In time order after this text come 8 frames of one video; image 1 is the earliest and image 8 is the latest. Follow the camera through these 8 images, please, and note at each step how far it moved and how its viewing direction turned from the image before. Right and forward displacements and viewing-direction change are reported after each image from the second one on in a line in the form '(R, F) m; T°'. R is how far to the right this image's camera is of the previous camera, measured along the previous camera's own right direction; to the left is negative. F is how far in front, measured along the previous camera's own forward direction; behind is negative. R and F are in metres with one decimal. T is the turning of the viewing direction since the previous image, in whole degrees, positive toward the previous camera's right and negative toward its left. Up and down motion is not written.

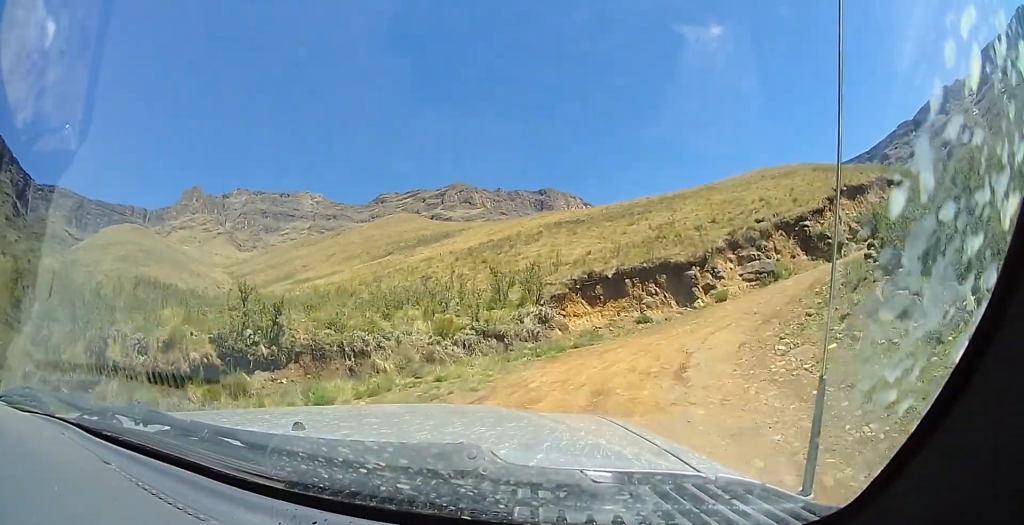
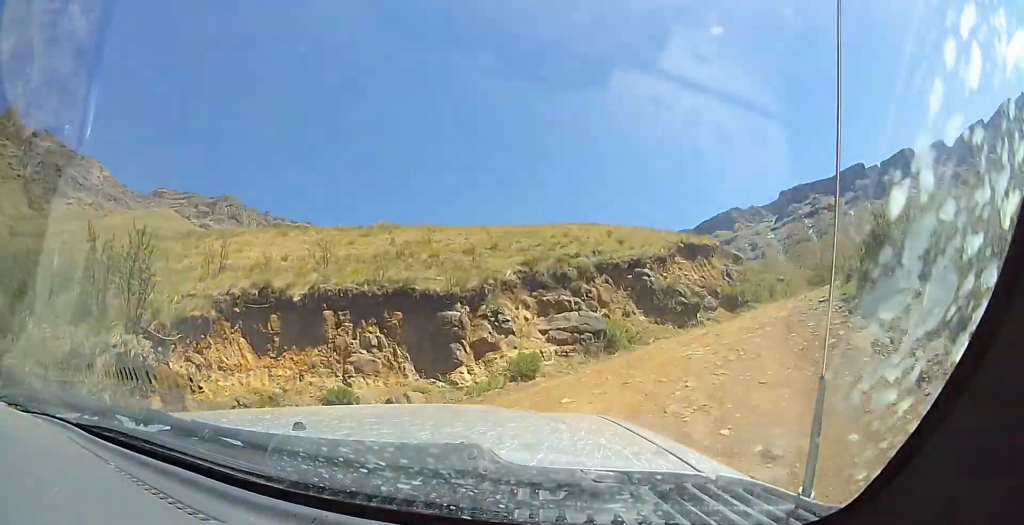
(+3.5, +10.5) m; +41°
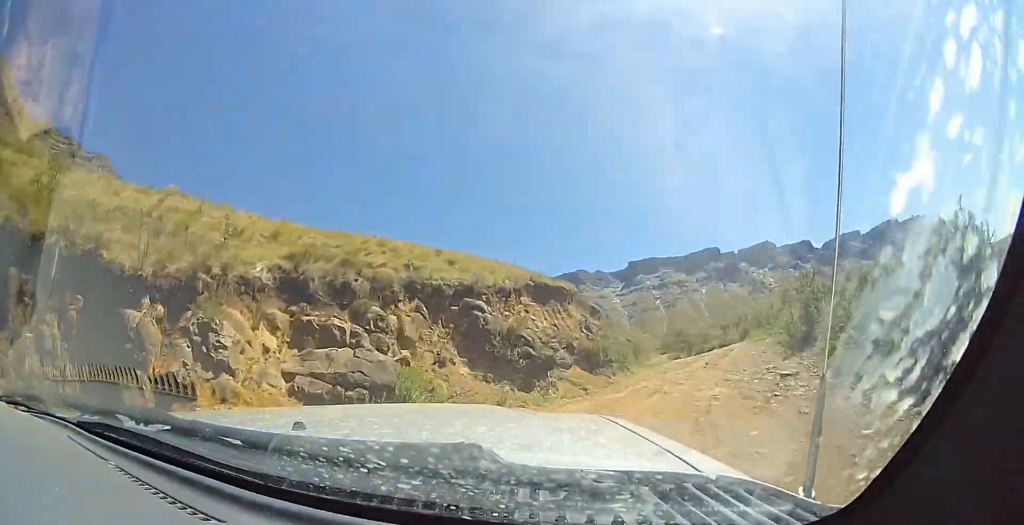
(+2.2, +5.9) m; +13°
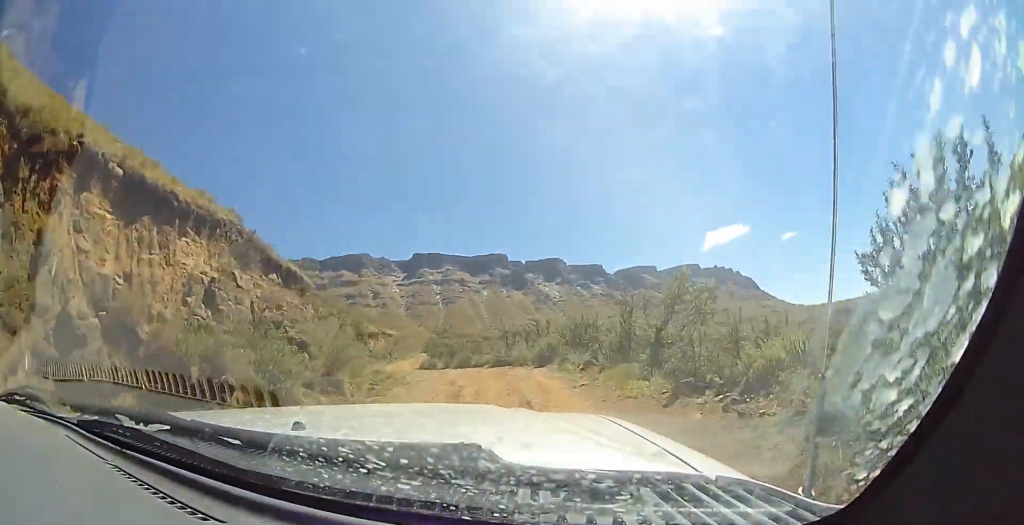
(+2.7, +13.2) m; +8°
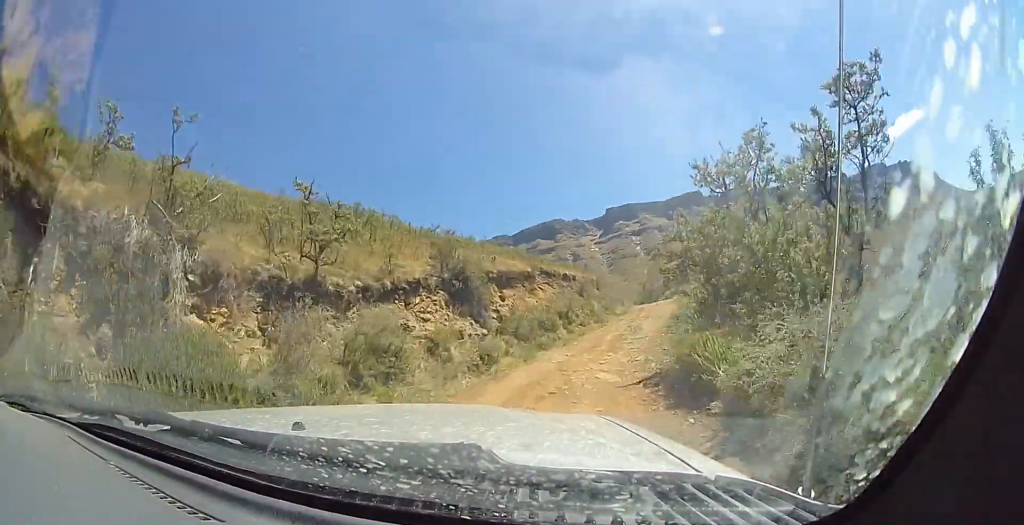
(-4.2, +31.5) m; -6°
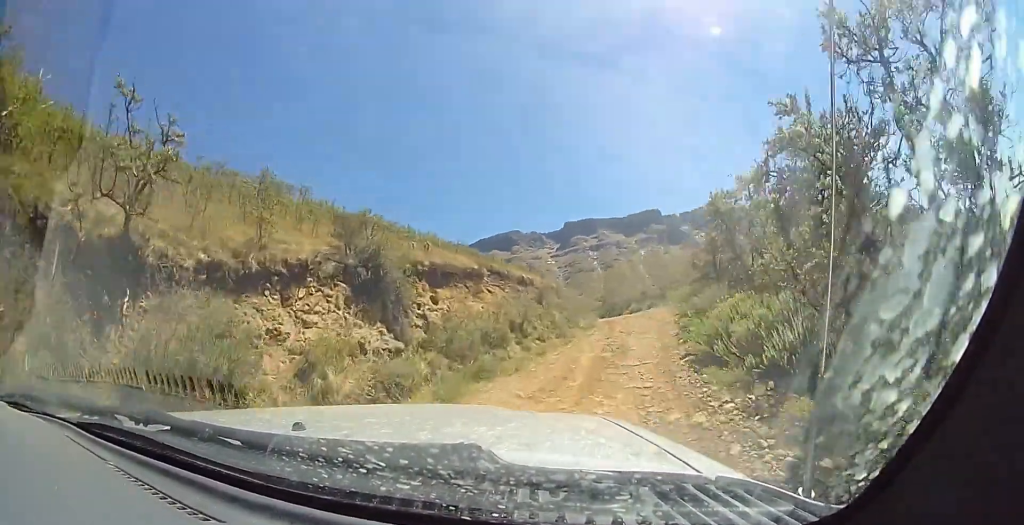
(+0.1, +5.7) m; +3°
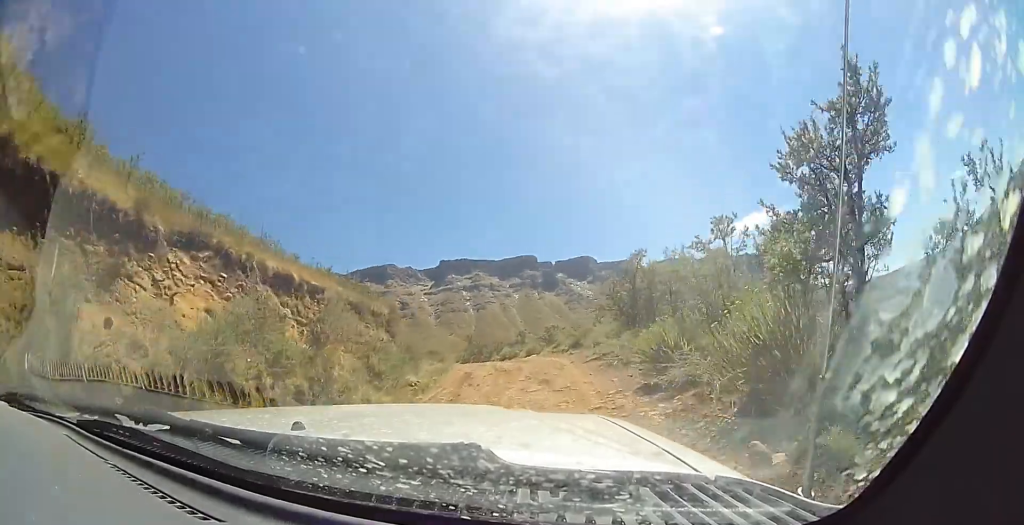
(+1.2, +13.3) m; +5°
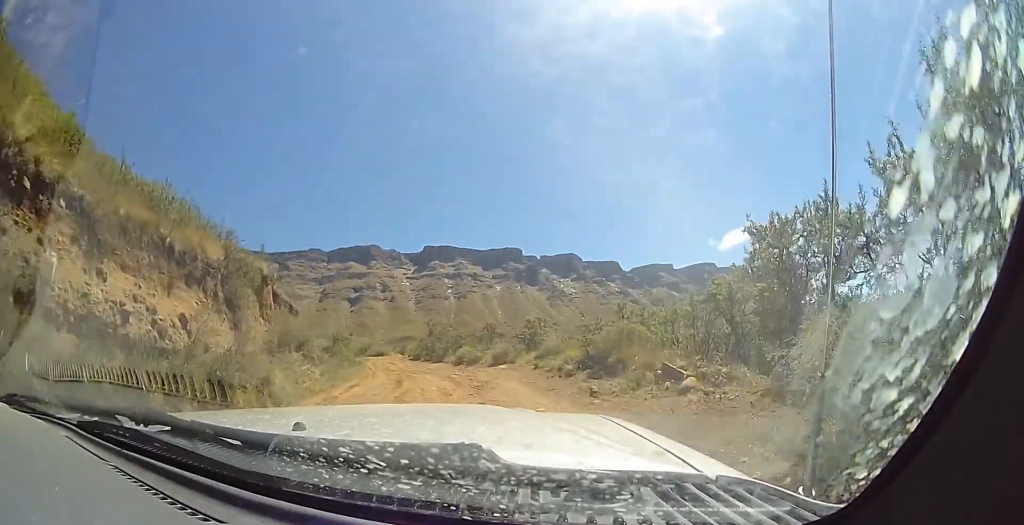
(+0.4, +12.9) m; -6°
